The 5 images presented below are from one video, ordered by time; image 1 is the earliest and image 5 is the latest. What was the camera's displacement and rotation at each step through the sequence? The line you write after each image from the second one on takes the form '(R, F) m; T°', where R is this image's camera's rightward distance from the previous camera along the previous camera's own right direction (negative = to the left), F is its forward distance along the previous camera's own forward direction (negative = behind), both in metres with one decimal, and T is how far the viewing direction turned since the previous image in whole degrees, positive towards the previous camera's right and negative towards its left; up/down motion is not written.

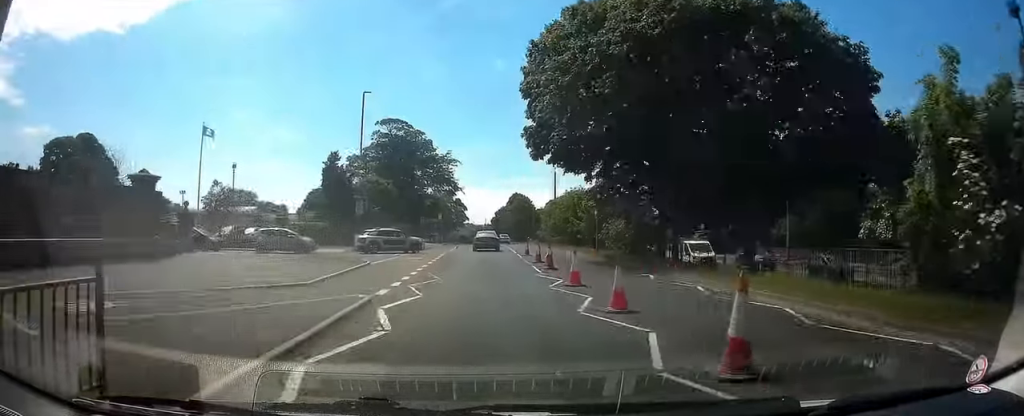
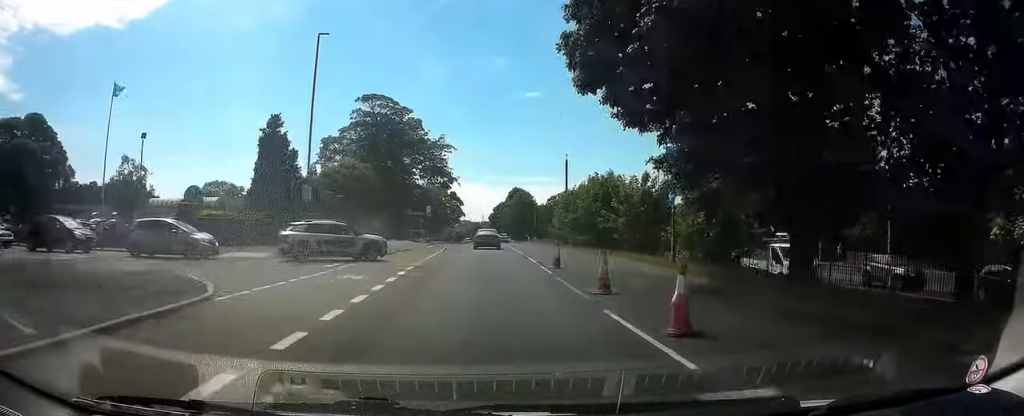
(+0.1, +13.6) m; 0°
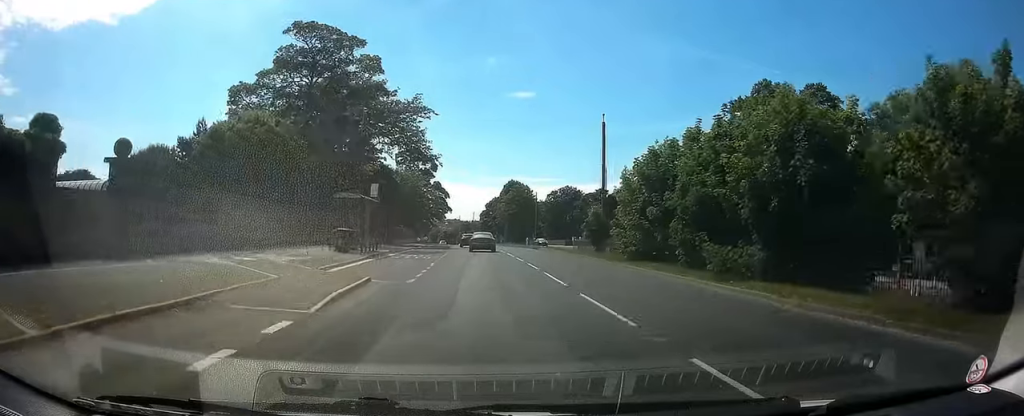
(-0.4, +26.5) m; -2°
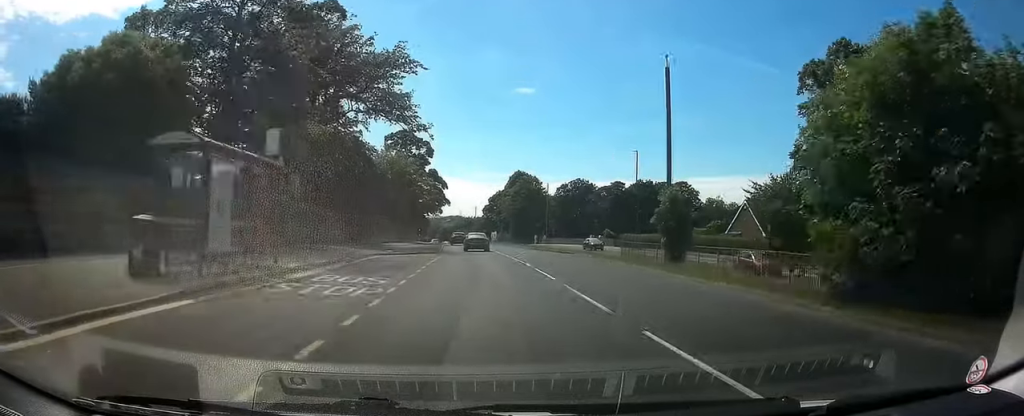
(-0.2, +16.3) m; 0°
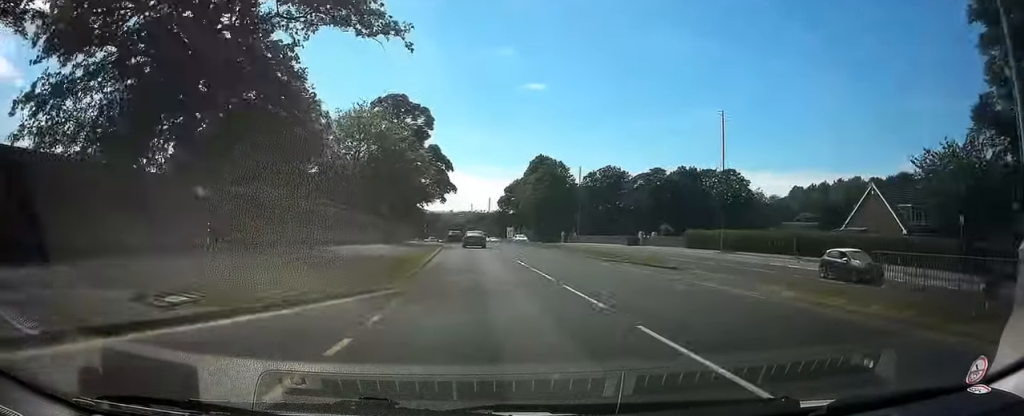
(+0.8, +23.7) m; +2°
